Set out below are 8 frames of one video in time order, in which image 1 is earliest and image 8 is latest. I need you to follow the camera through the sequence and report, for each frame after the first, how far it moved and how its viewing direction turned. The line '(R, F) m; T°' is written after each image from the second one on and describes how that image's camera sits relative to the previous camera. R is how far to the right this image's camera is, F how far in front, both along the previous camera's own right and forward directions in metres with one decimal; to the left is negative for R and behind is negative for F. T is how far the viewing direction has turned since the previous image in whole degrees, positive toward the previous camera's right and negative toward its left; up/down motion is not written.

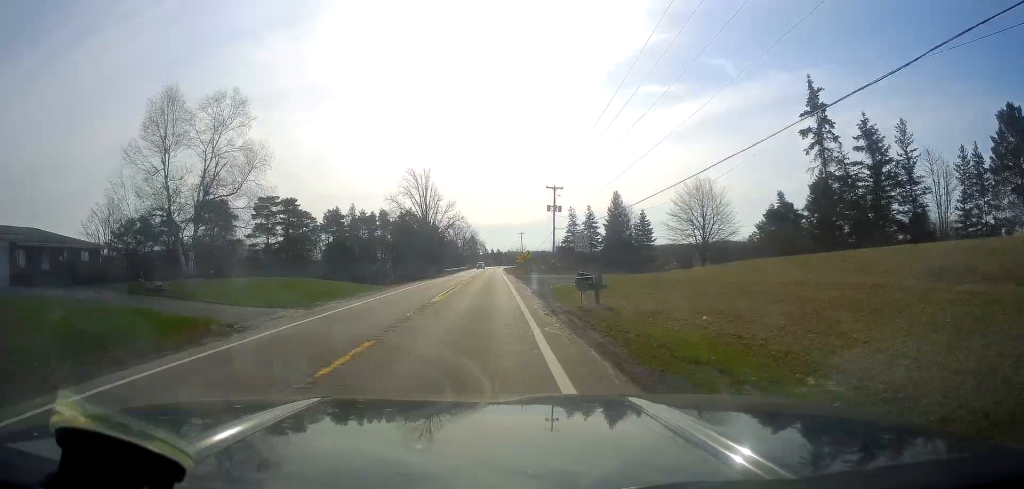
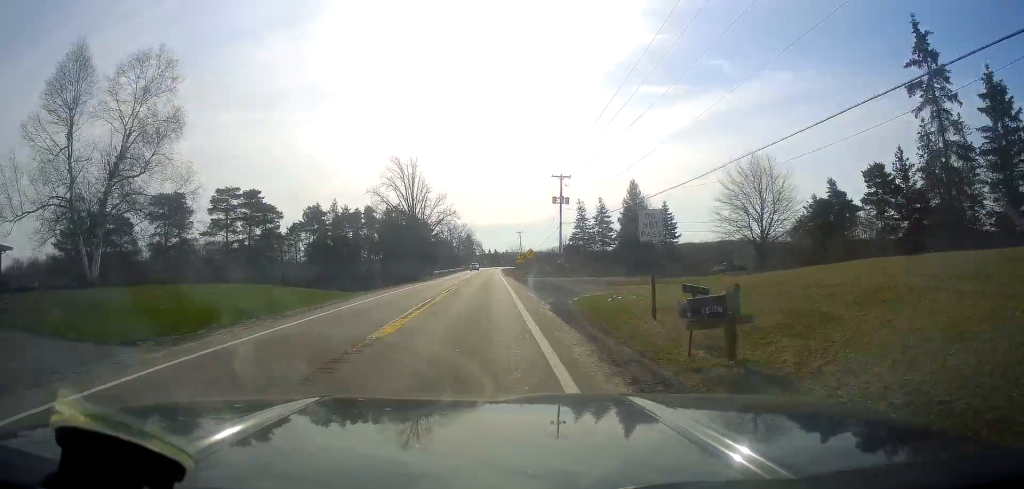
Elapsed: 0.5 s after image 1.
(-0.4, +11.9) m; -1°
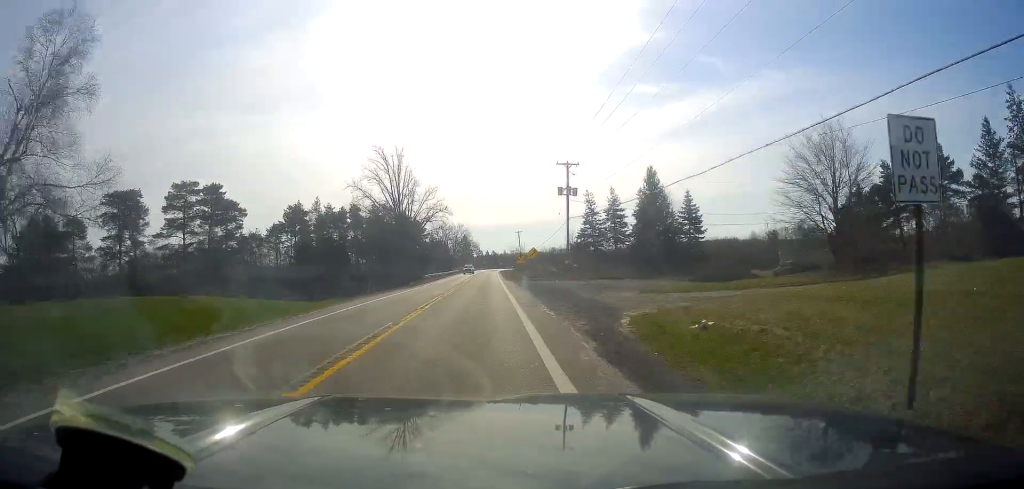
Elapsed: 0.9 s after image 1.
(0.0, +9.5) m; 0°
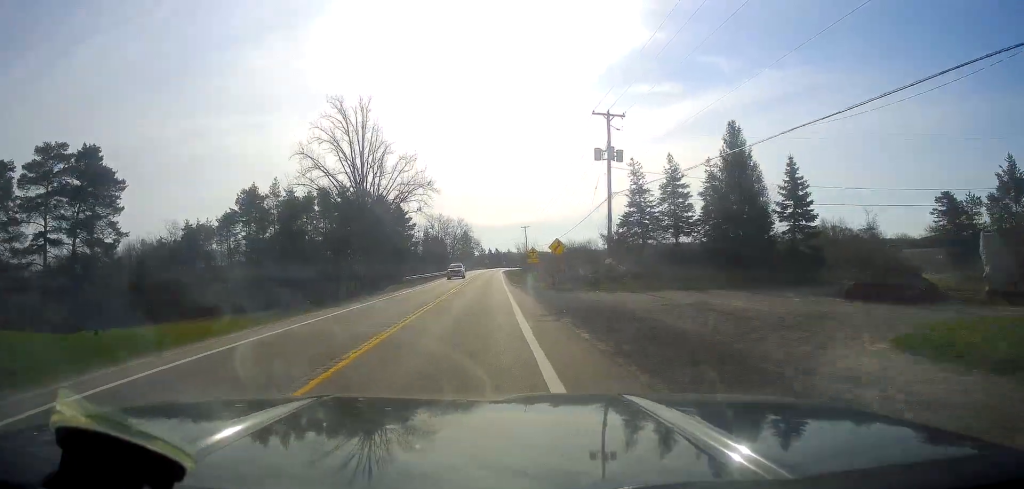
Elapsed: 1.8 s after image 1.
(+0.3, +21.3) m; +1°
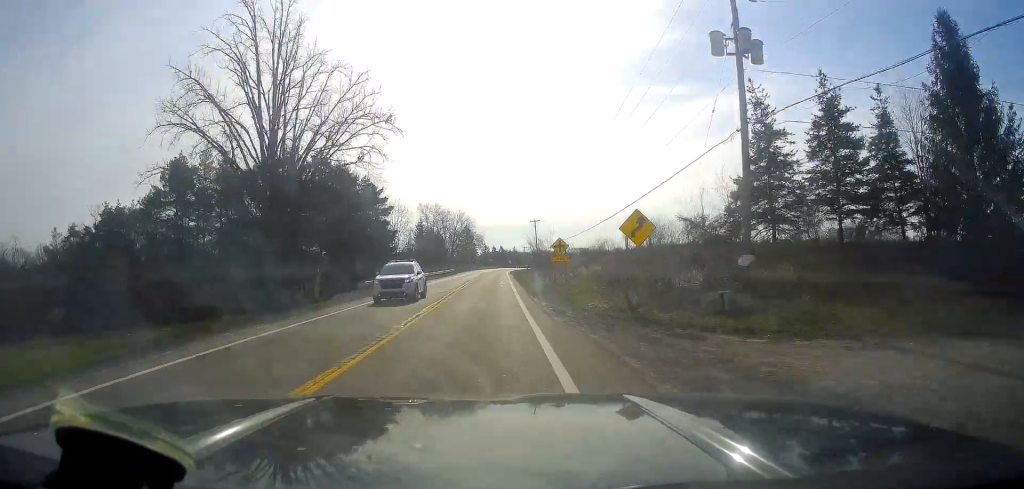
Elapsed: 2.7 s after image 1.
(+0.1, +21.9) m; 0°
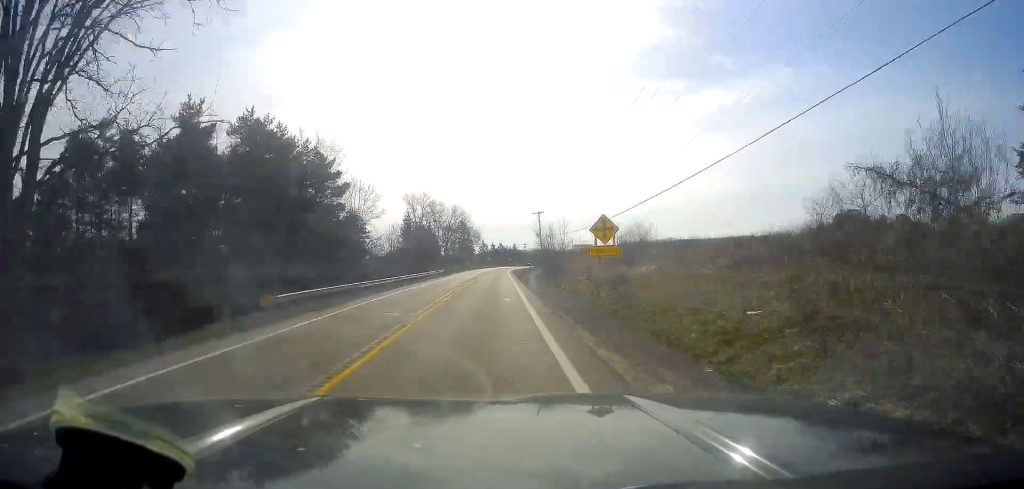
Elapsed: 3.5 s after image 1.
(0.0, +17.2) m; -1°
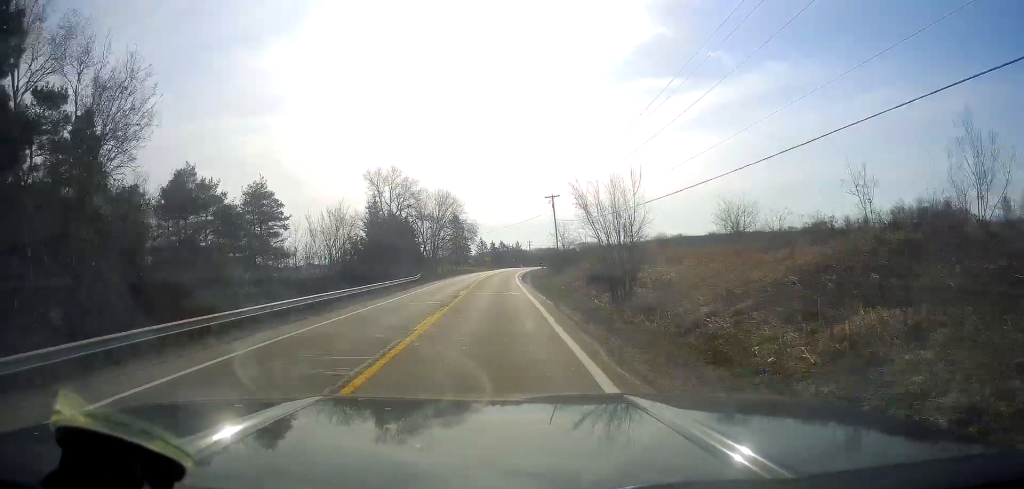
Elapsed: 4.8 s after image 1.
(-0.4, +31.9) m; 0°
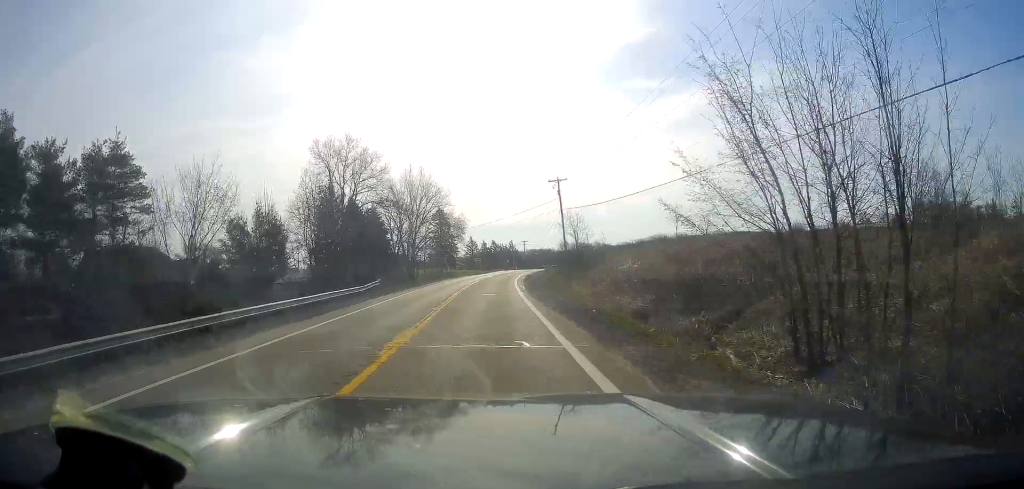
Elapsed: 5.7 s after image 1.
(+0.3, +20.2) m; +2°
